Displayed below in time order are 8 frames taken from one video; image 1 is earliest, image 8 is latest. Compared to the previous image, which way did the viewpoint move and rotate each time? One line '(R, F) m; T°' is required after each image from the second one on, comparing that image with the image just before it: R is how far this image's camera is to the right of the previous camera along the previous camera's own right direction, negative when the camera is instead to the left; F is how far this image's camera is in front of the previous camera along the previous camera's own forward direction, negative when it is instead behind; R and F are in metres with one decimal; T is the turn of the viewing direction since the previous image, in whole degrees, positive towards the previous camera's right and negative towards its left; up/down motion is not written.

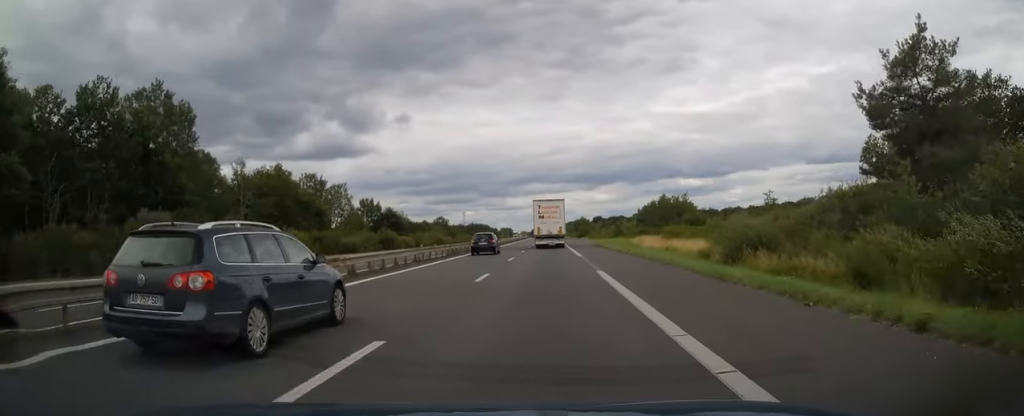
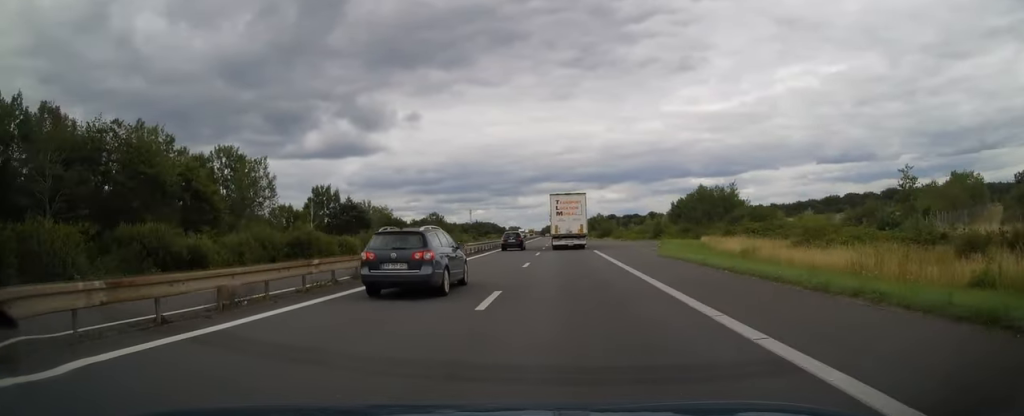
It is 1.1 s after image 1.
(-0.1, +32.0) m; 0°
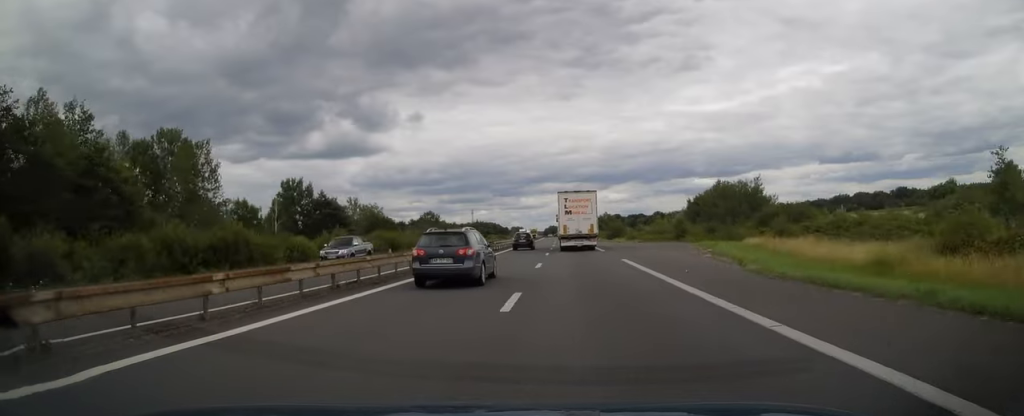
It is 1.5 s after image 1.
(+0.1, +12.8) m; 0°
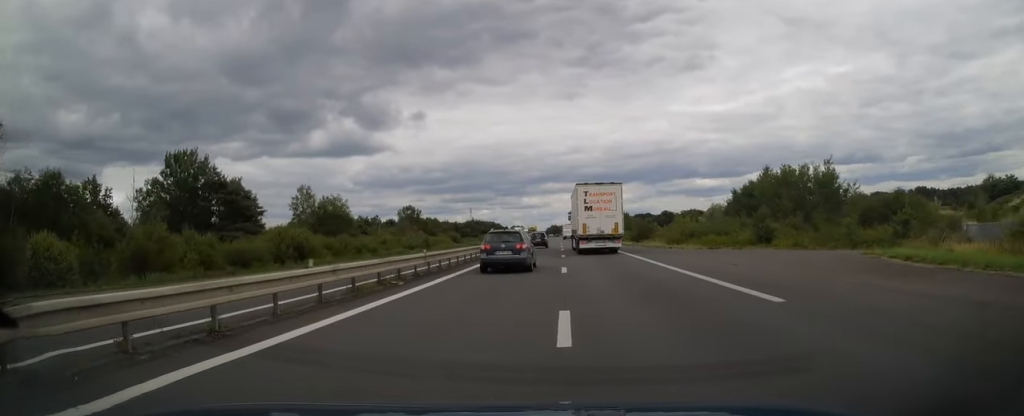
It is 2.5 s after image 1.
(-0.4, +28.6) m; -1°
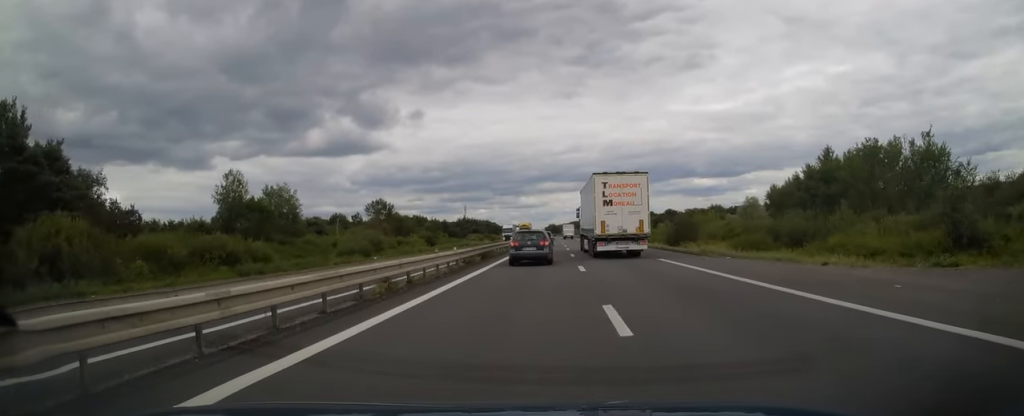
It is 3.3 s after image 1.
(-0.2, +25.2) m; 0°
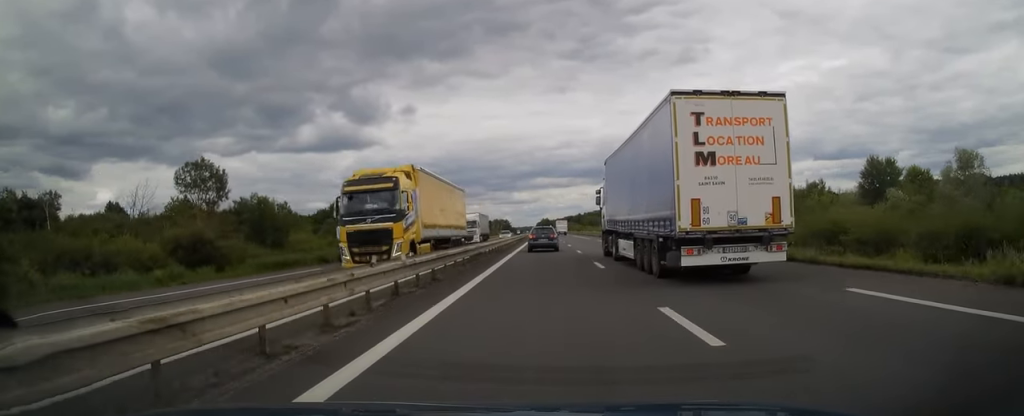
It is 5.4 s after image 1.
(+0.5, +65.4) m; 0°
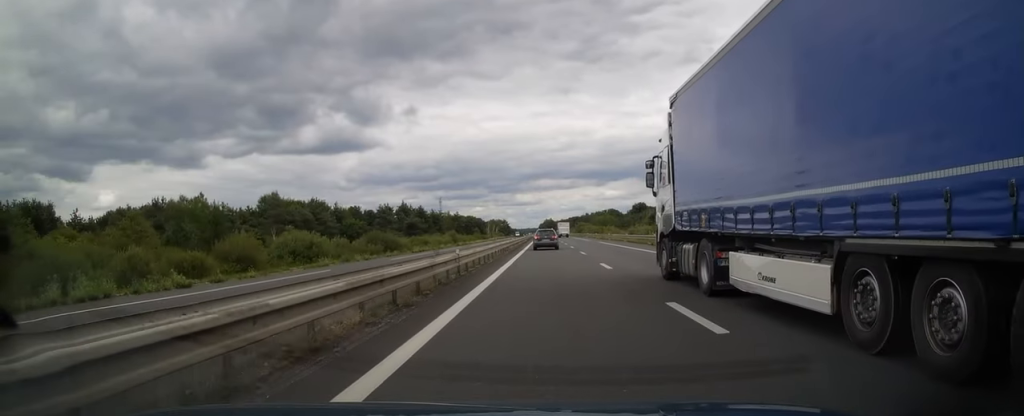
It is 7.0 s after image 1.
(+0.1, +51.2) m; +1°
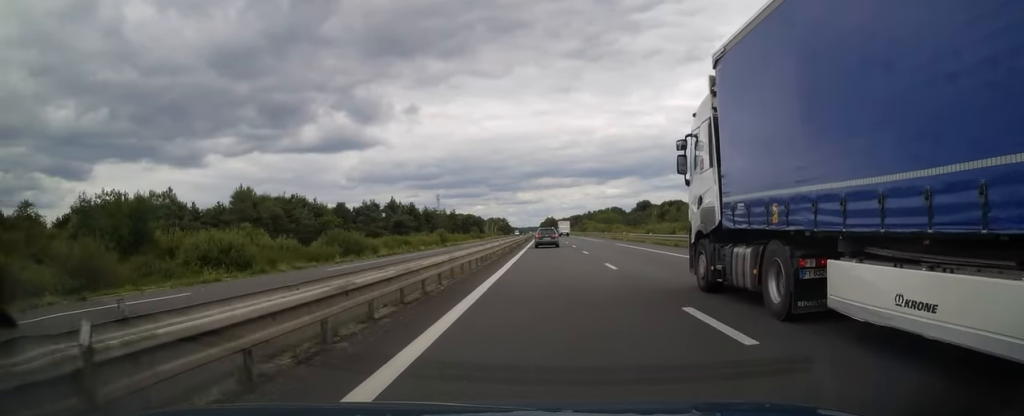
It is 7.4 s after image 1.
(+0.1, +13.8) m; 0°
